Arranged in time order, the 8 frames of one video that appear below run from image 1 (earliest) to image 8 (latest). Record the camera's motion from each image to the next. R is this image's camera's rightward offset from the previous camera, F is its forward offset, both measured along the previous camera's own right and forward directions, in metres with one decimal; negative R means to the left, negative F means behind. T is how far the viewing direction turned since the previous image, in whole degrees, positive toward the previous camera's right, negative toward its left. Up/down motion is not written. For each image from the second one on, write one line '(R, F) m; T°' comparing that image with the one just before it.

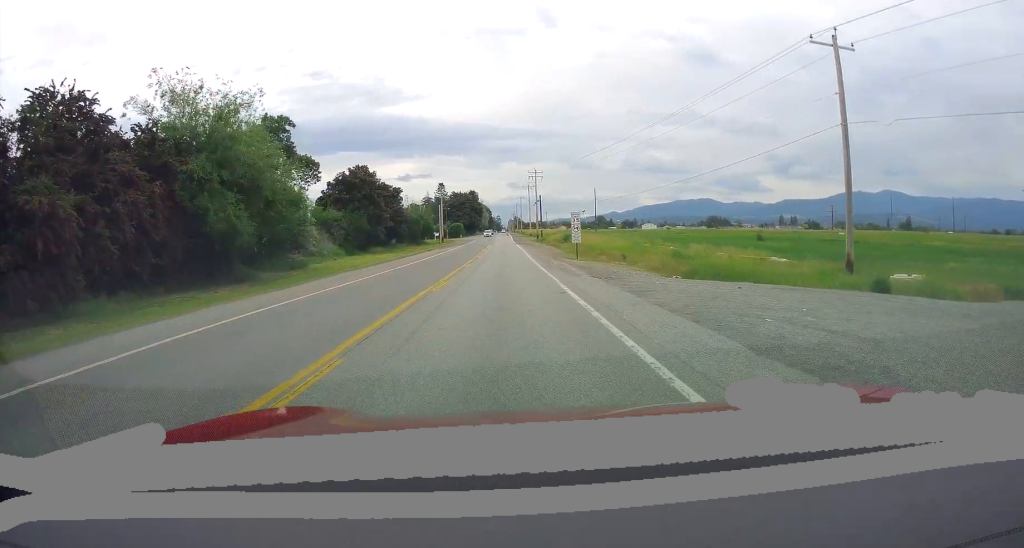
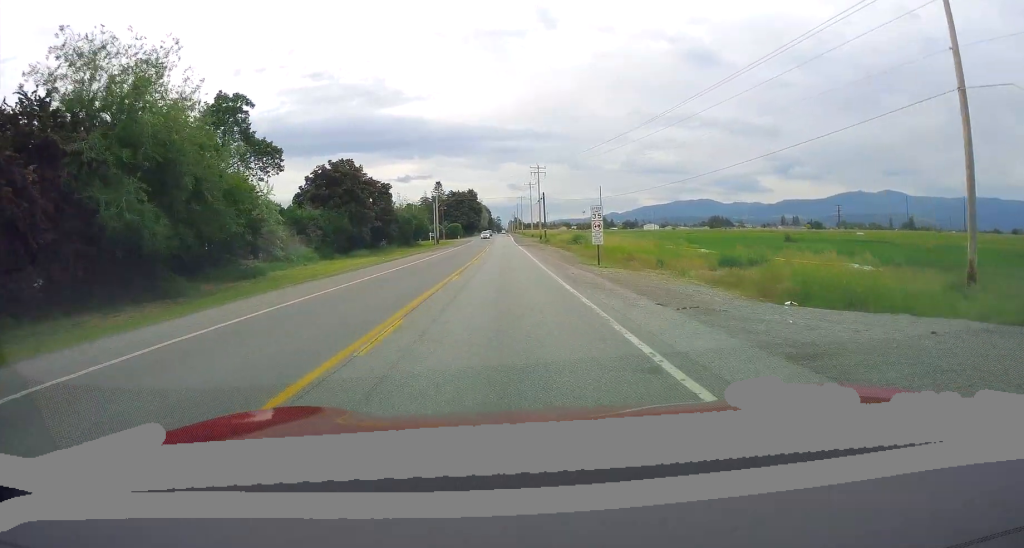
(0.0, +8.3) m; 0°
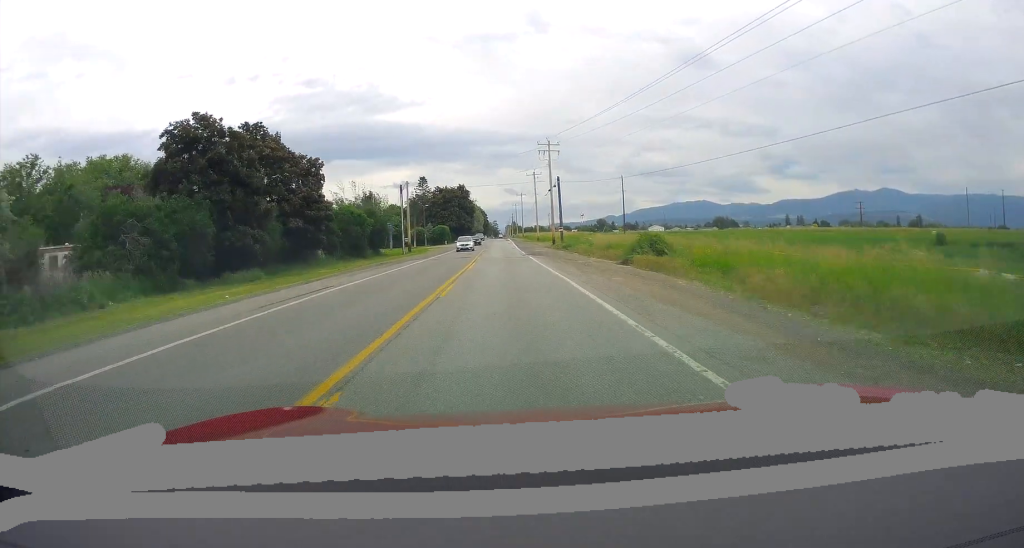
(0.0, +29.7) m; 0°
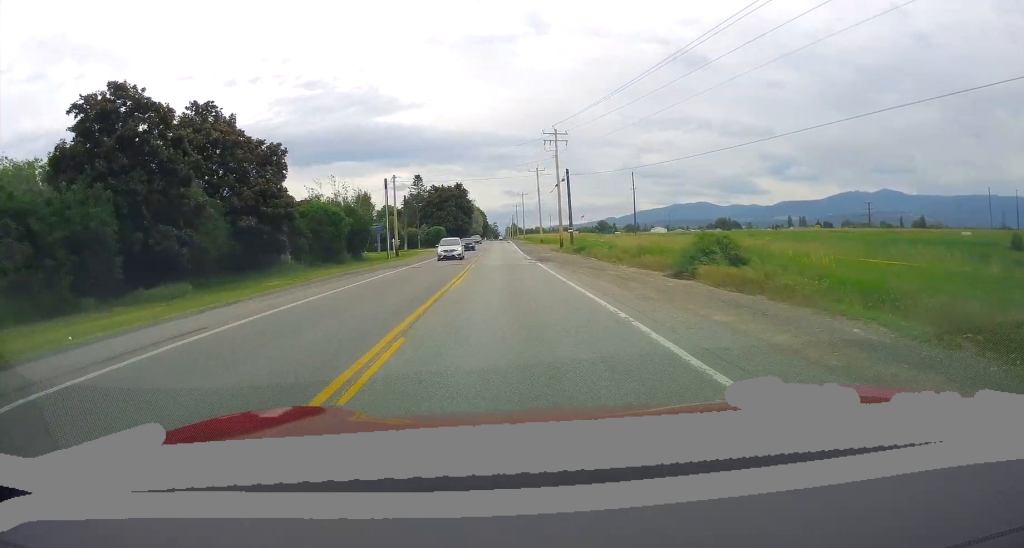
(0.0, +9.1) m; 0°
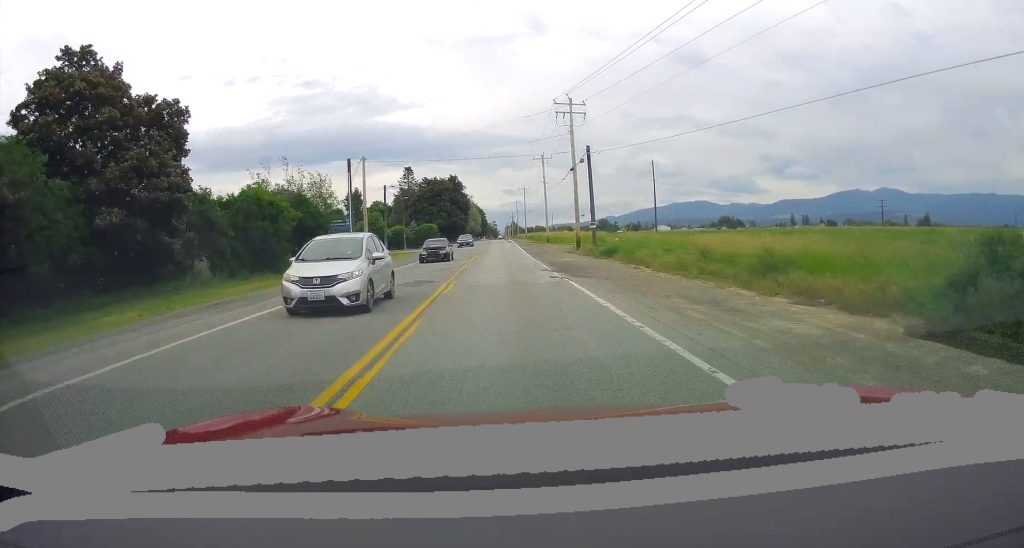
(0.0, +14.8) m; 0°
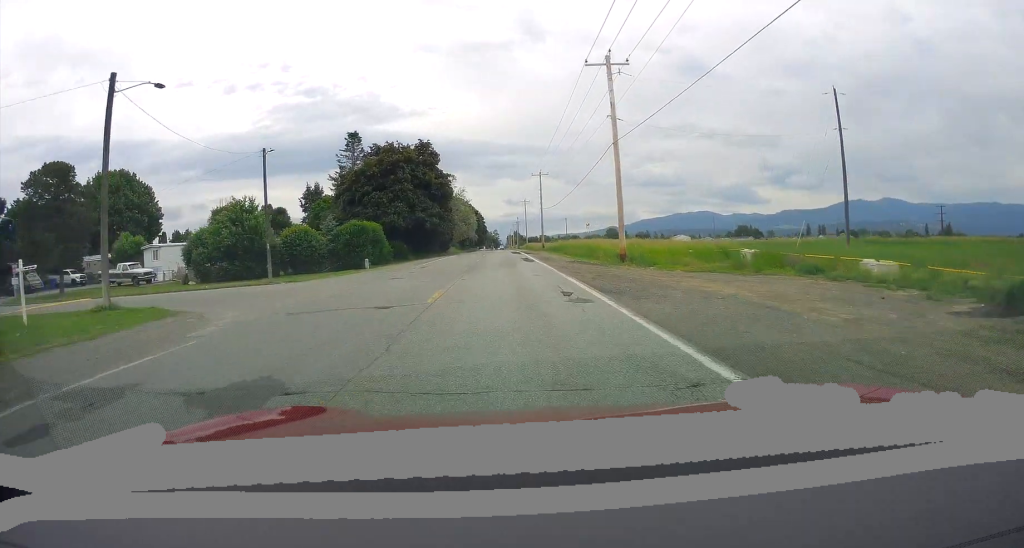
(0.0, +52.6) m; 0°
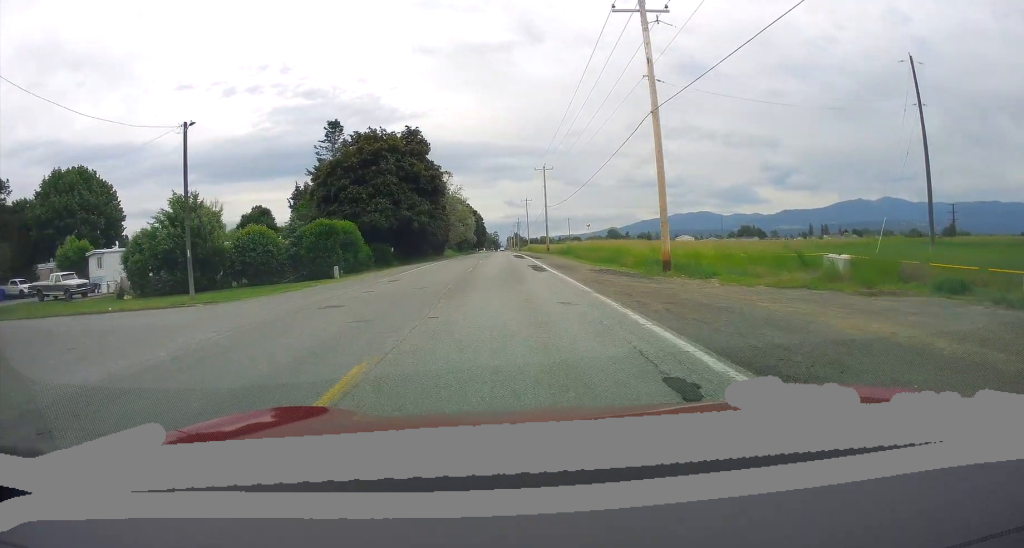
(0.0, +9.4) m; 0°
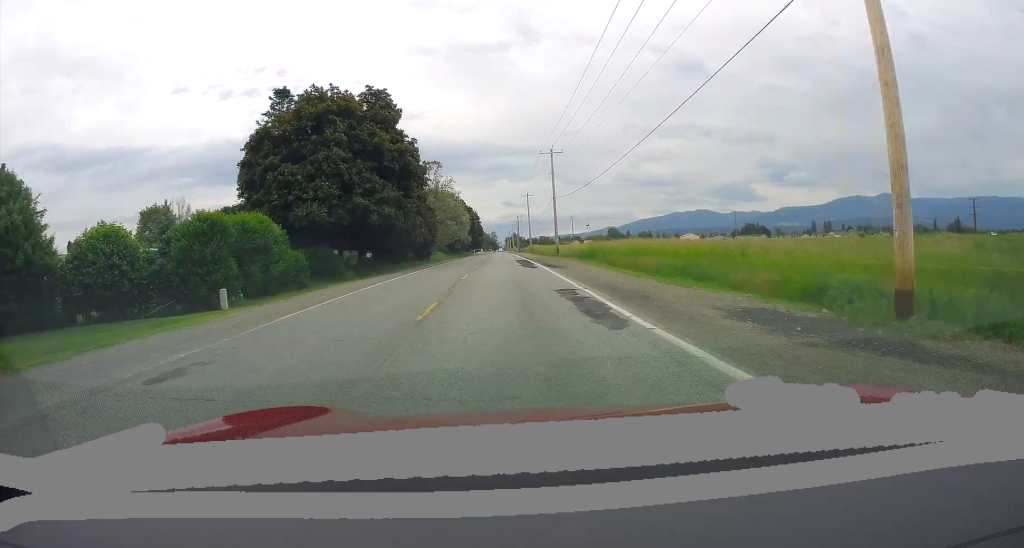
(0.0, +16.5) m; 0°
